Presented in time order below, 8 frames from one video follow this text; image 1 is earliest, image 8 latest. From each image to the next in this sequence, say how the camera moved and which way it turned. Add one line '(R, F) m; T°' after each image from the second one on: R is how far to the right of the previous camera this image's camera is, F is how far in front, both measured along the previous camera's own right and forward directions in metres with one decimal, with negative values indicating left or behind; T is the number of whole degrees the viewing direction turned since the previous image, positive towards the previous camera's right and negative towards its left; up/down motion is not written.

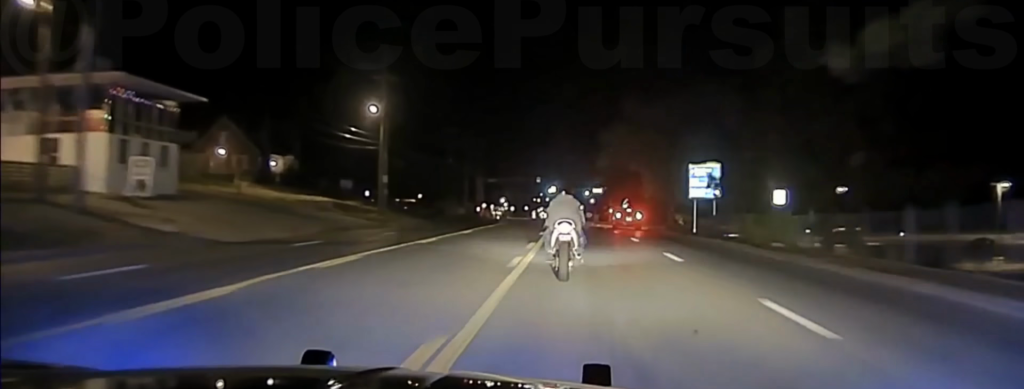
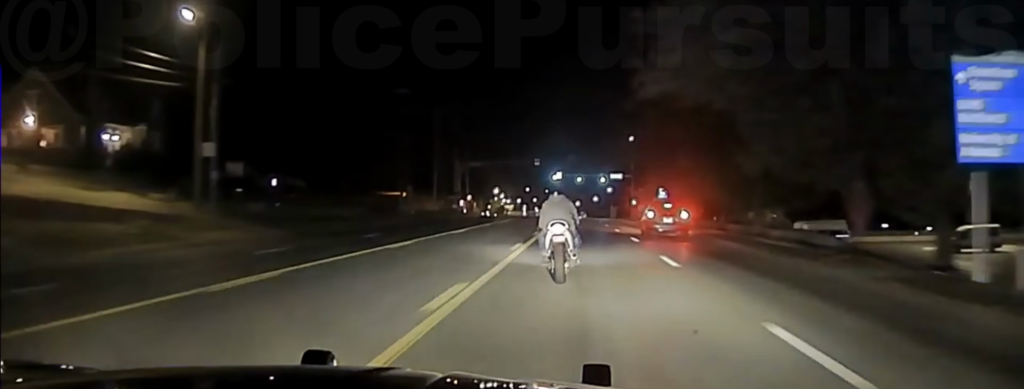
(+0.2, +33.1) m; -1°
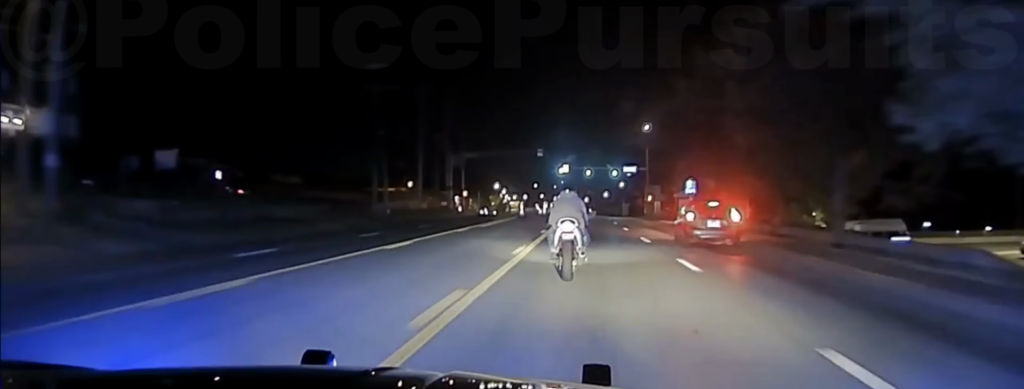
(0.0, +12.6) m; -1°
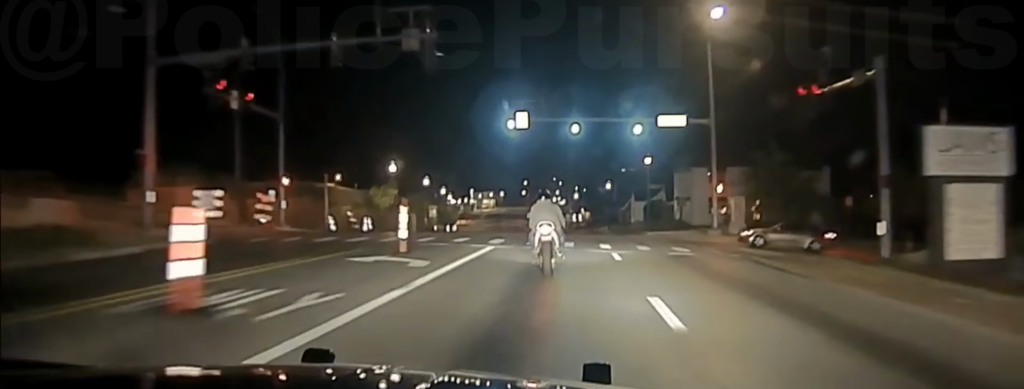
(+0.4, +68.9) m; 0°
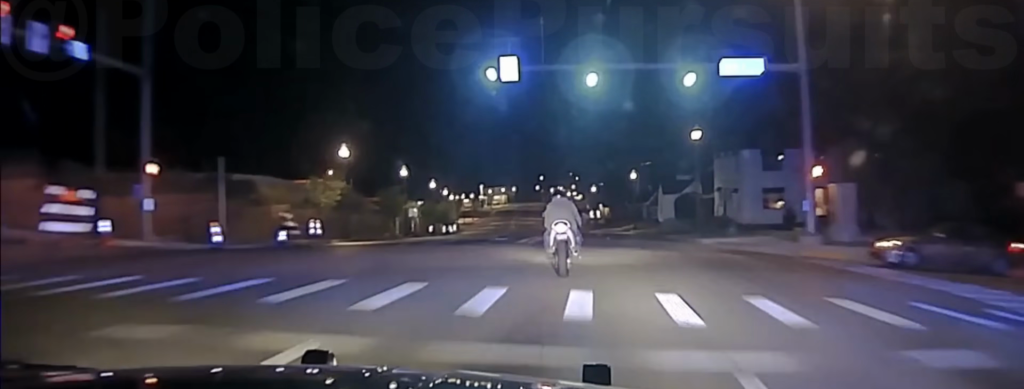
(-0.4, +19.0) m; -1°
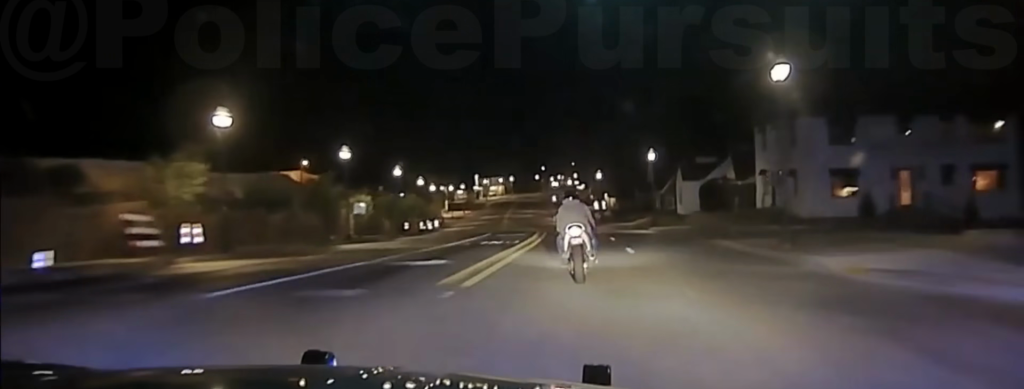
(+0.1, +19.1) m; 0°
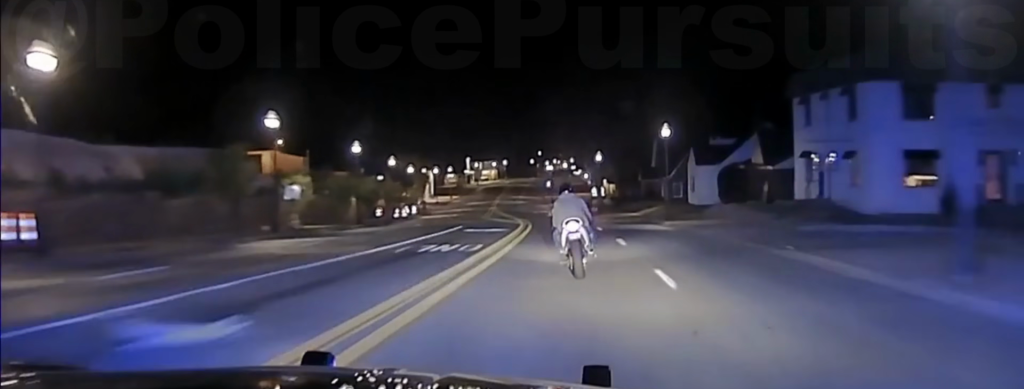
(0.0, +12.9) m; 0°
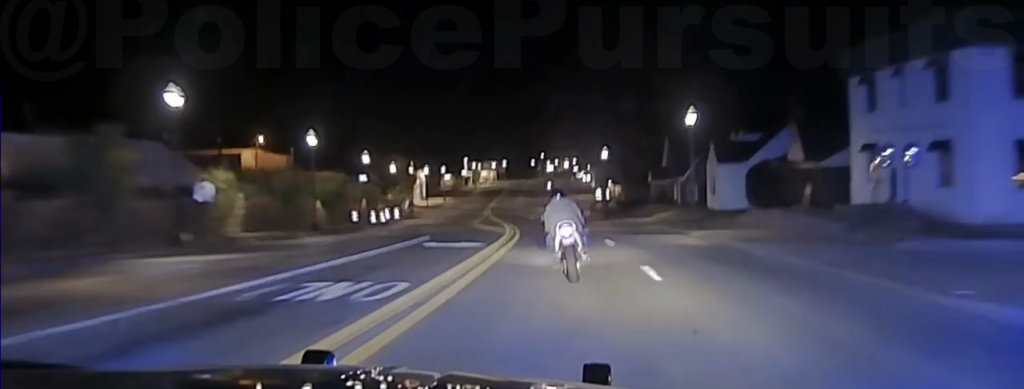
(0.0, +11.3) m; 0°
